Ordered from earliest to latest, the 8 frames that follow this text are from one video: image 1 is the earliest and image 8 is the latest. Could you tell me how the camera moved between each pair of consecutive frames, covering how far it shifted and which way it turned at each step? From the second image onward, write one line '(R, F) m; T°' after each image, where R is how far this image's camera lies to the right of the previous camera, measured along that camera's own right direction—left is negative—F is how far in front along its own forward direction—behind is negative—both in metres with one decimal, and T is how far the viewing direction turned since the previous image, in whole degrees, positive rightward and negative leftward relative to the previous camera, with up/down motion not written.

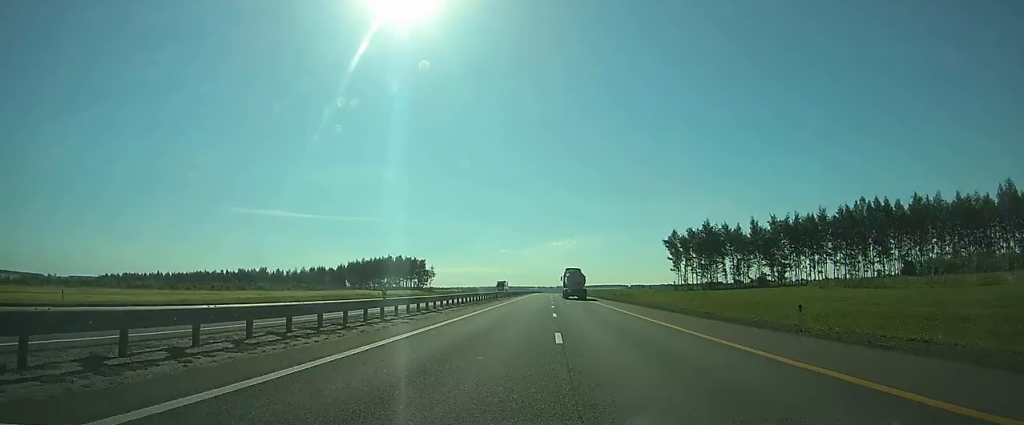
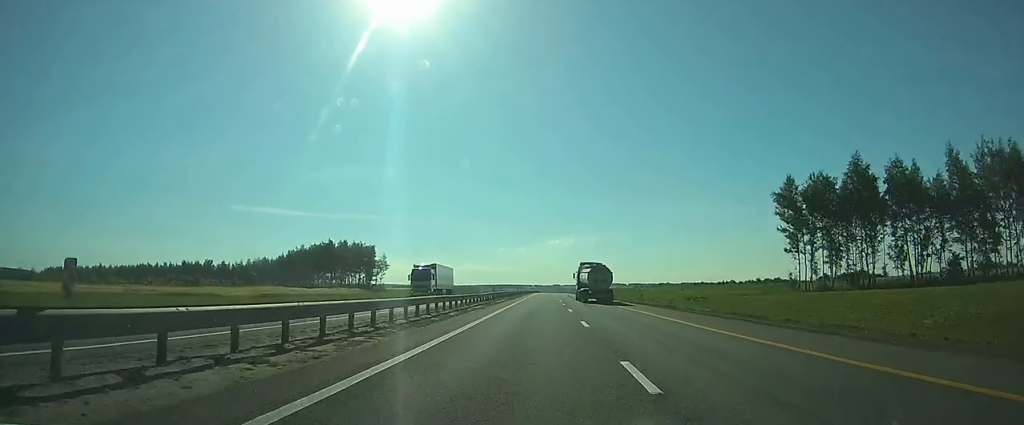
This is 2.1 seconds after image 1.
(+0.2, +65.5) m; +1°
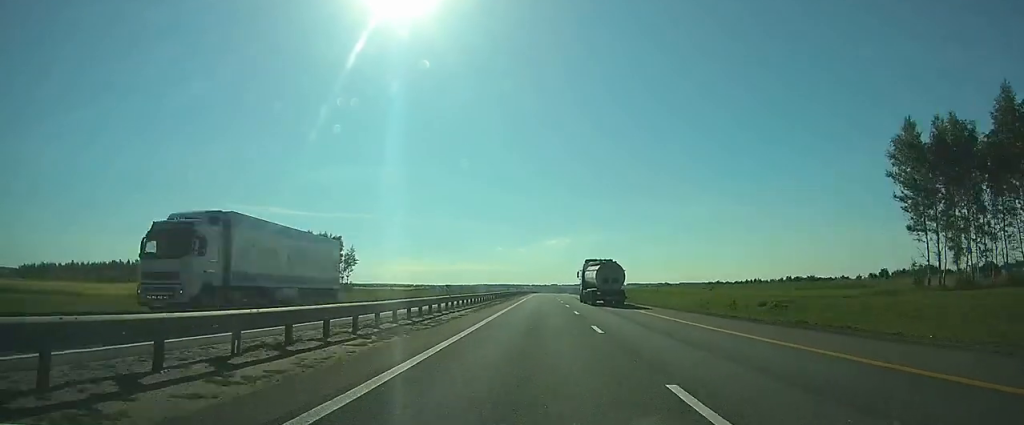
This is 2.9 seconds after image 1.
(+0.1, +26.1) m; 0°
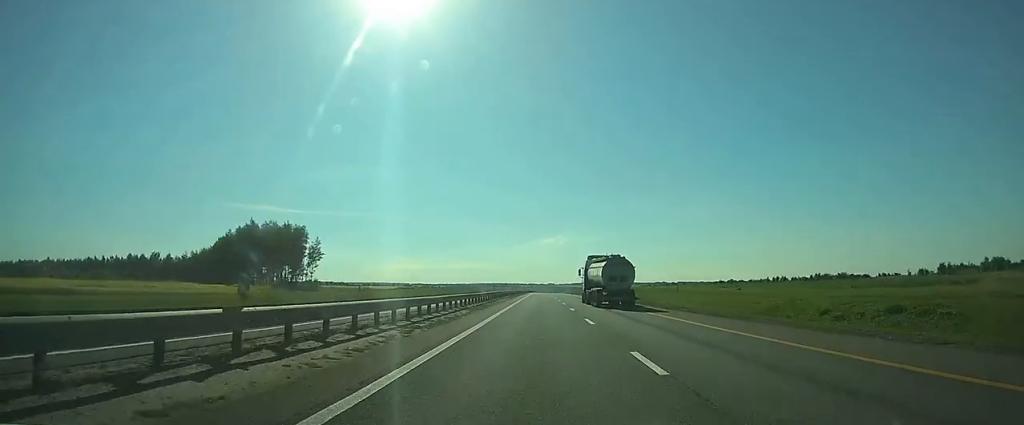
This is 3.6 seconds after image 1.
(0.0, +19.9) m; 0°
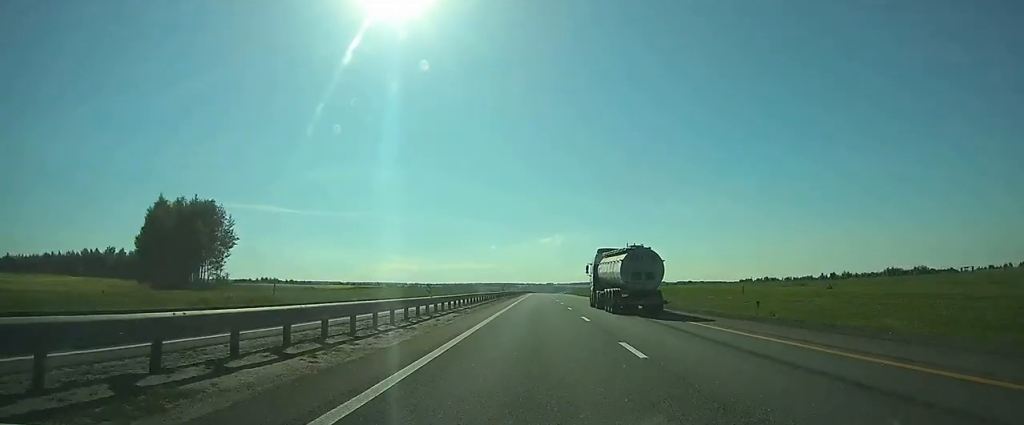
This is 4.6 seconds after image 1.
(+0.1, +33.6) m; 0°
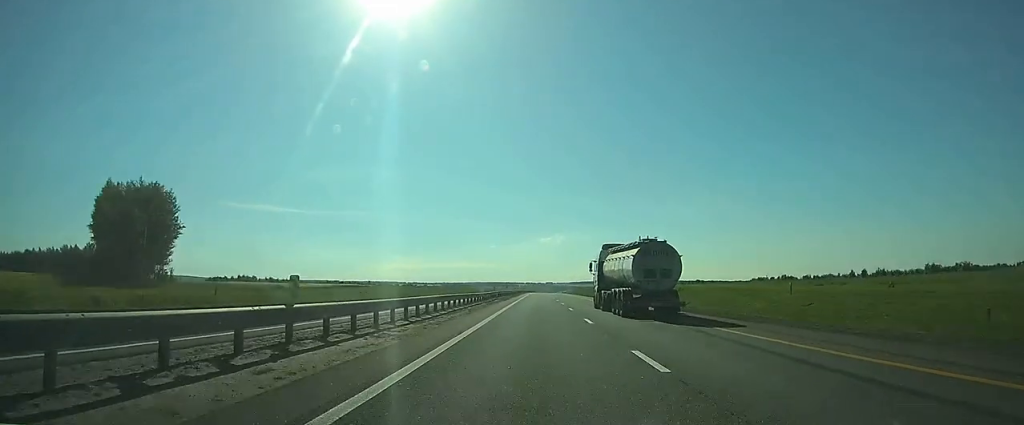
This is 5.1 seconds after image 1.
(0.0, +13.7) m; 0°
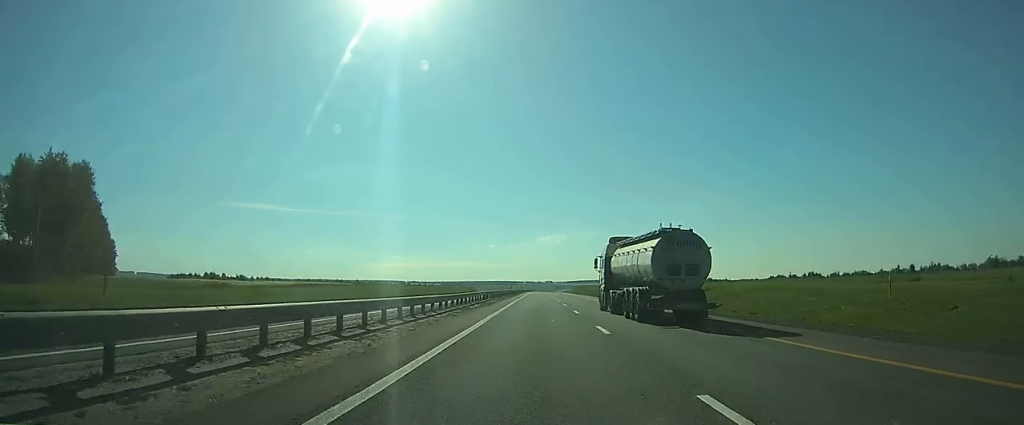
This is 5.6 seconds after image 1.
(0.0, +16.9) m; 0°
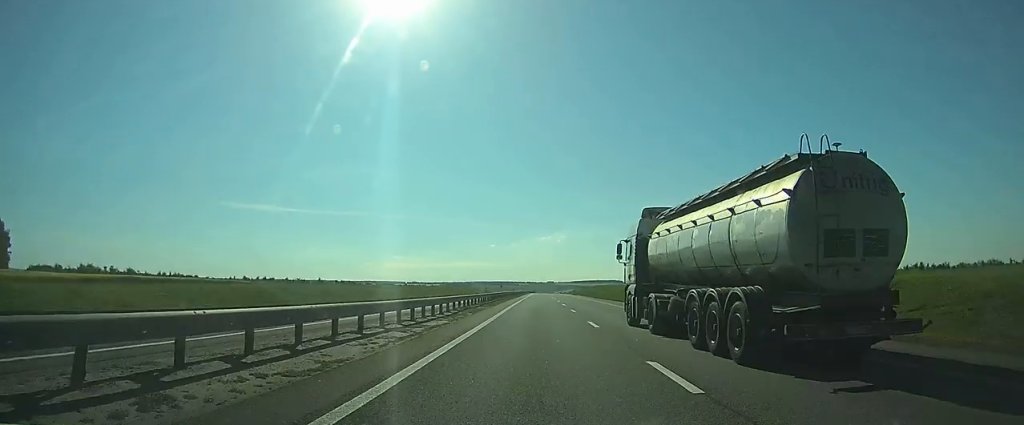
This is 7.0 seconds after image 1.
(0.0, +44.3) m; 0°
